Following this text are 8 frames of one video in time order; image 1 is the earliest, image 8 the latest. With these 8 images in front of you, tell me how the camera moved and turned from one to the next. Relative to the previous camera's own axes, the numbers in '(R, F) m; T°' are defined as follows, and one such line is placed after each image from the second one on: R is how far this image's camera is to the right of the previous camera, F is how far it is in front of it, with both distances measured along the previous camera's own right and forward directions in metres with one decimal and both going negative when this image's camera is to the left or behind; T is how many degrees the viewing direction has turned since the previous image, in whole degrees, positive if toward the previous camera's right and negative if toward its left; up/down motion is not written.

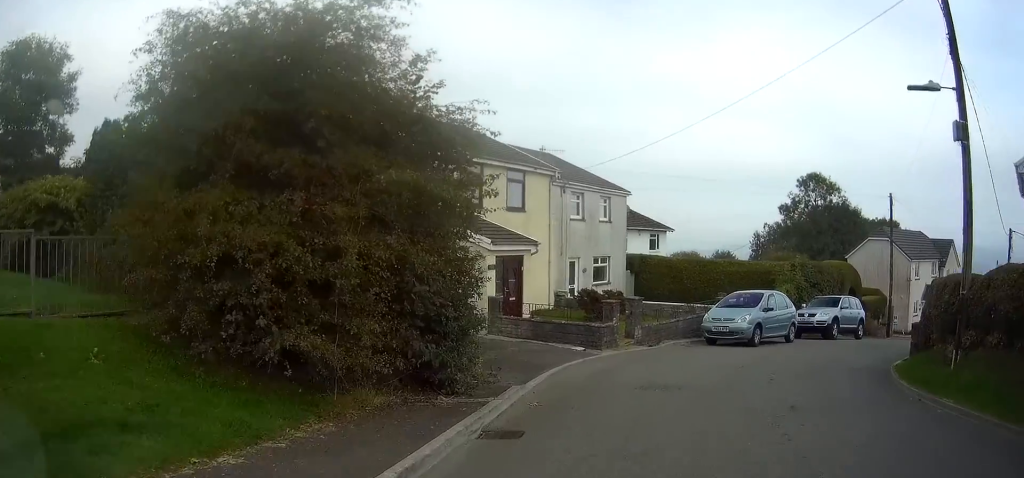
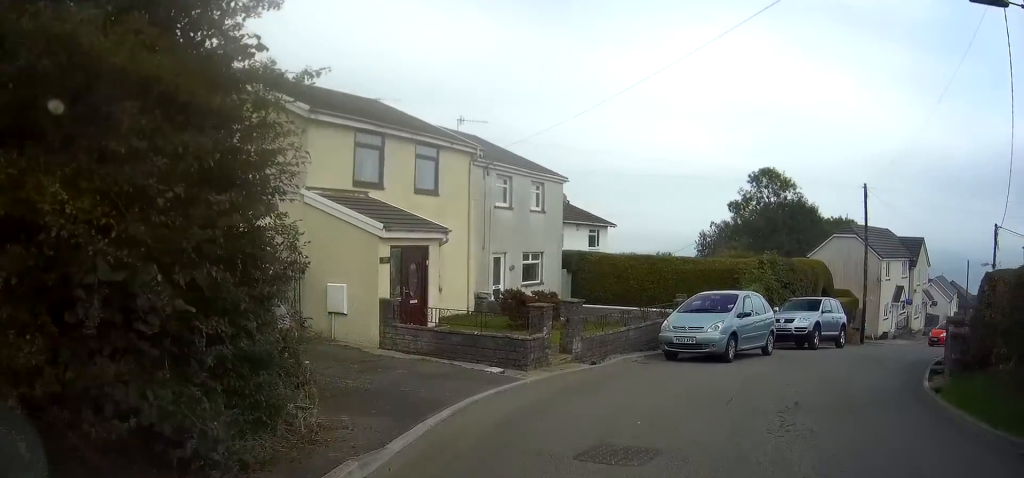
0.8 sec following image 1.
(-0.1, +5.0) m; +4°
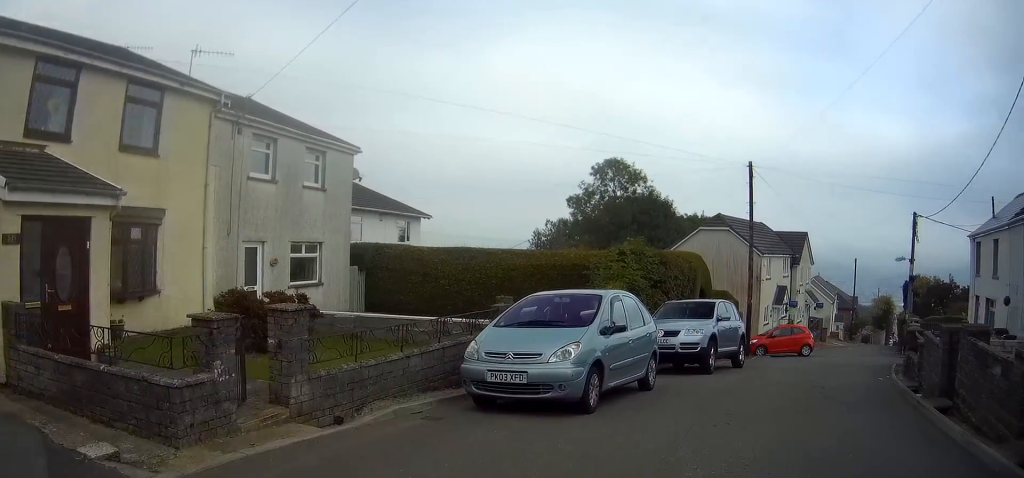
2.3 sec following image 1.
(+1.1, +7.5) m; +17°
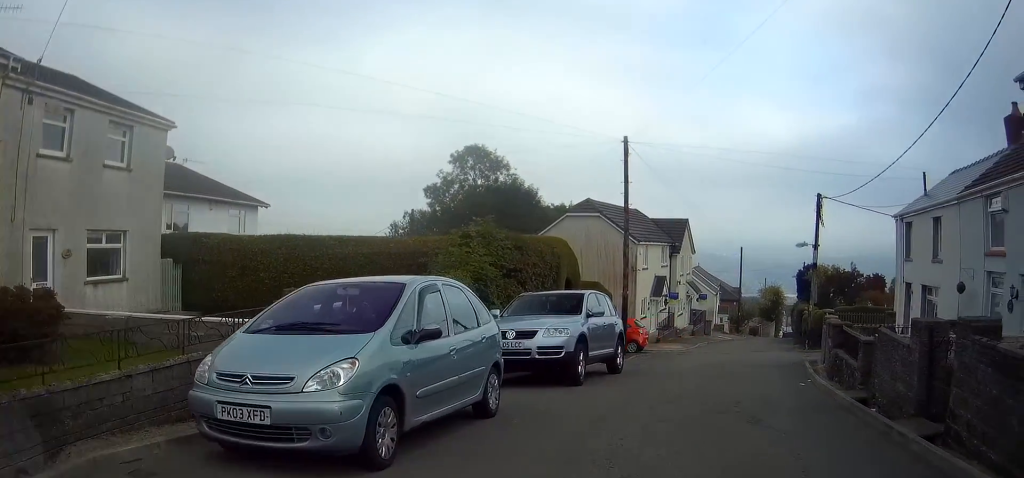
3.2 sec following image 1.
(+0.3, +3.2) m; +12°
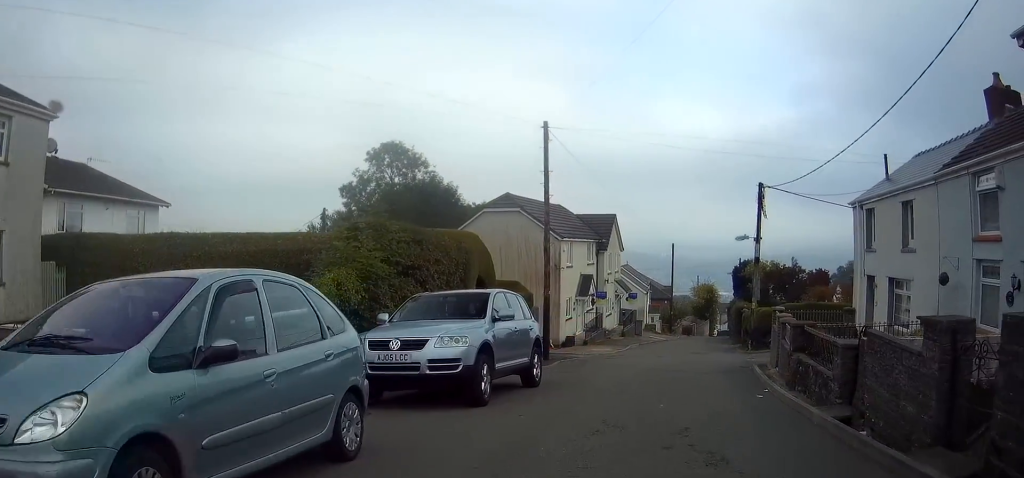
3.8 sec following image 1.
(+0.1, +2.1) m; +8°
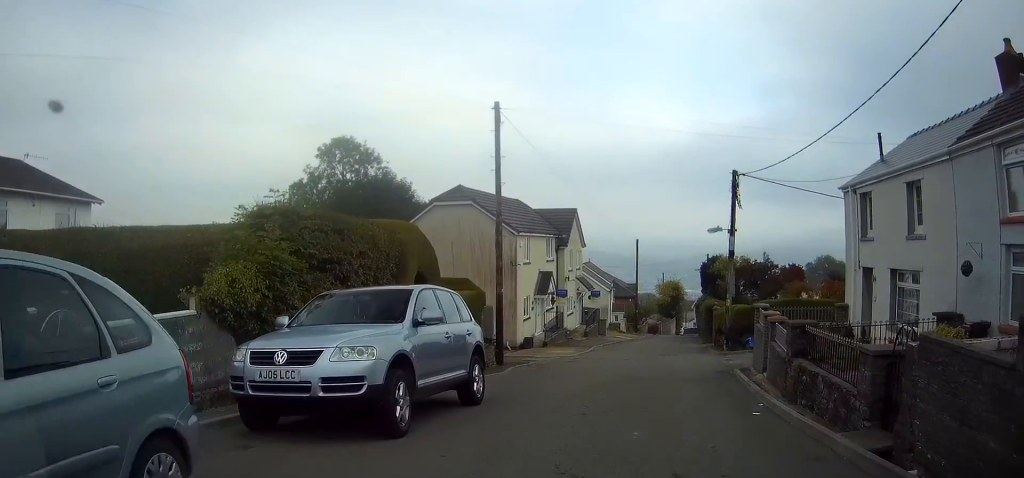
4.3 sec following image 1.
(+0.2, +2.6) m; +6°
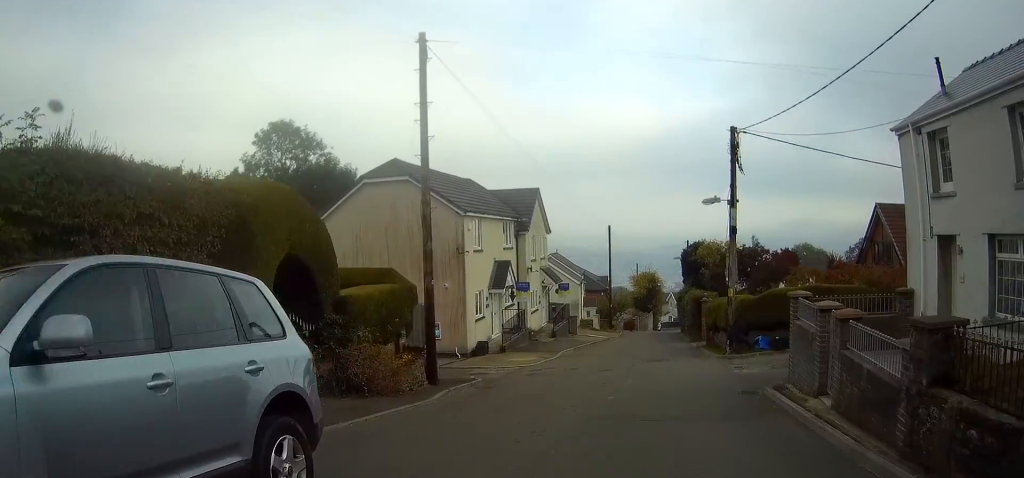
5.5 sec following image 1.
(+0.7, +6.3) m; +7°
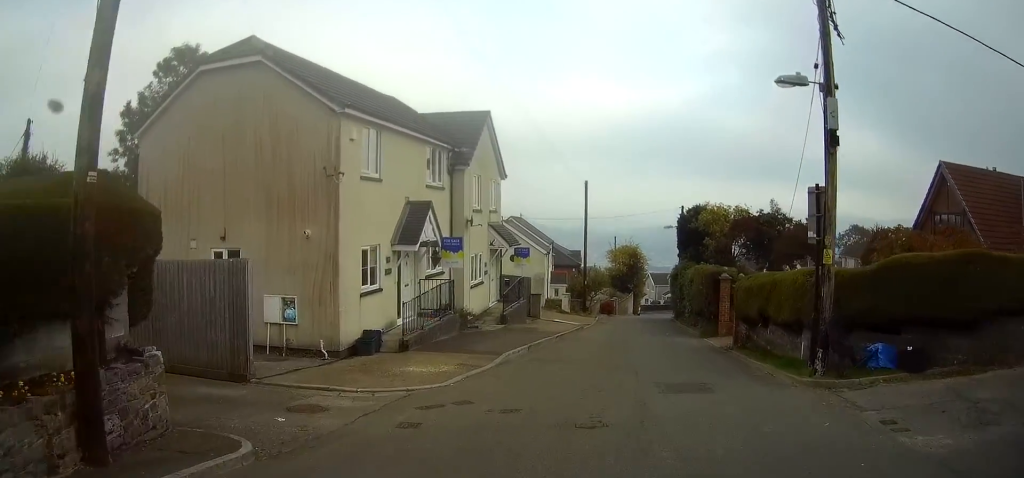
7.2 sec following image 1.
(-0.1, +11.0) m; -1°
